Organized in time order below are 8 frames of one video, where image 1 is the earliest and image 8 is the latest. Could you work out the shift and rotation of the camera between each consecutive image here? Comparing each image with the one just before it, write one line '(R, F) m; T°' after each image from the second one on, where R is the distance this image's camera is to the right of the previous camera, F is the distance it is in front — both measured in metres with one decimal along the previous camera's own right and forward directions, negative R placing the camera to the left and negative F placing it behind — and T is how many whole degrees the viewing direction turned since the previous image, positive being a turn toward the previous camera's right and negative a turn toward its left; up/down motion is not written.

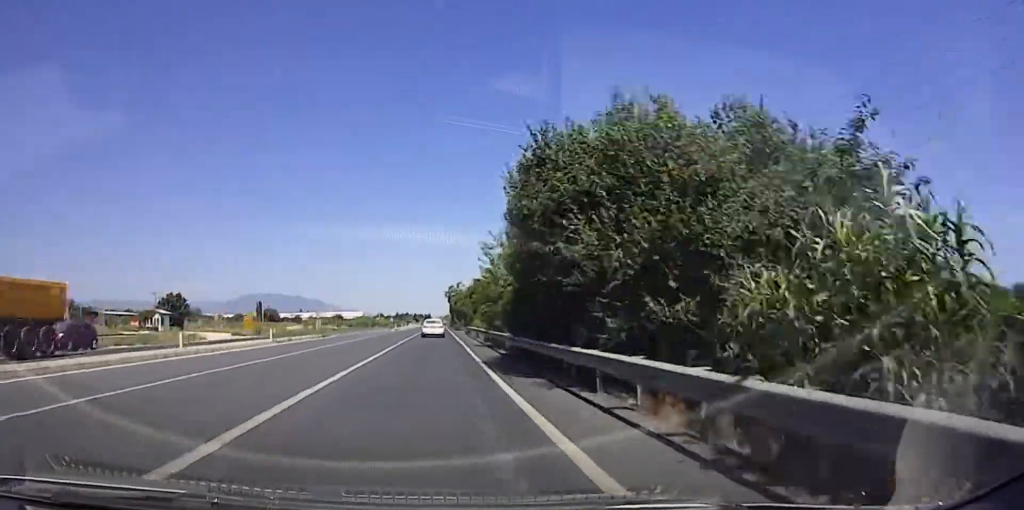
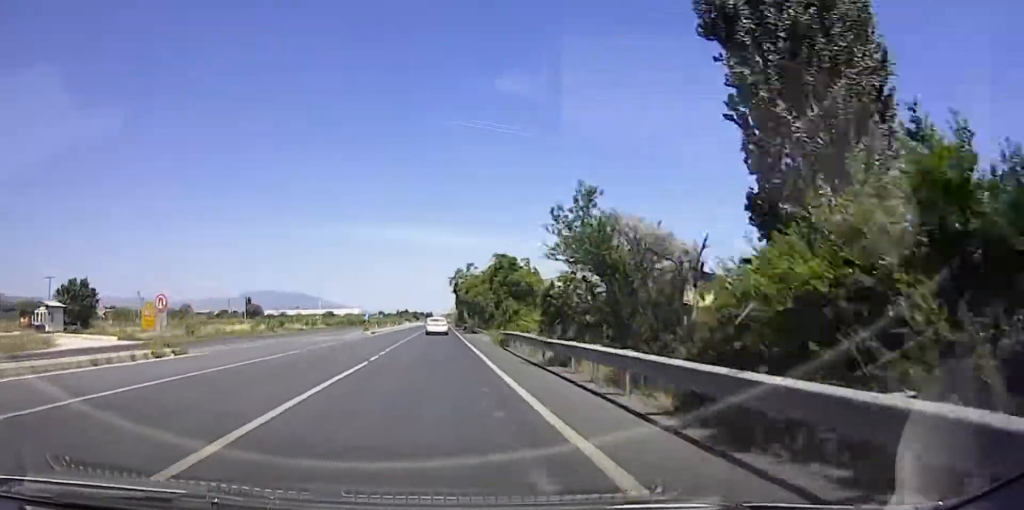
(-0.4, +27.6) m; 0°
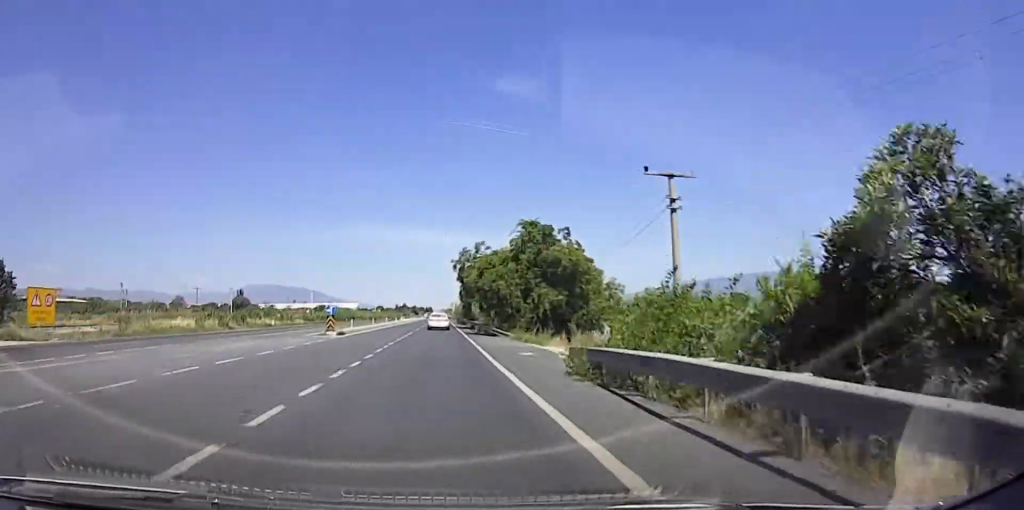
(-0.3, +15.9) m; +1°
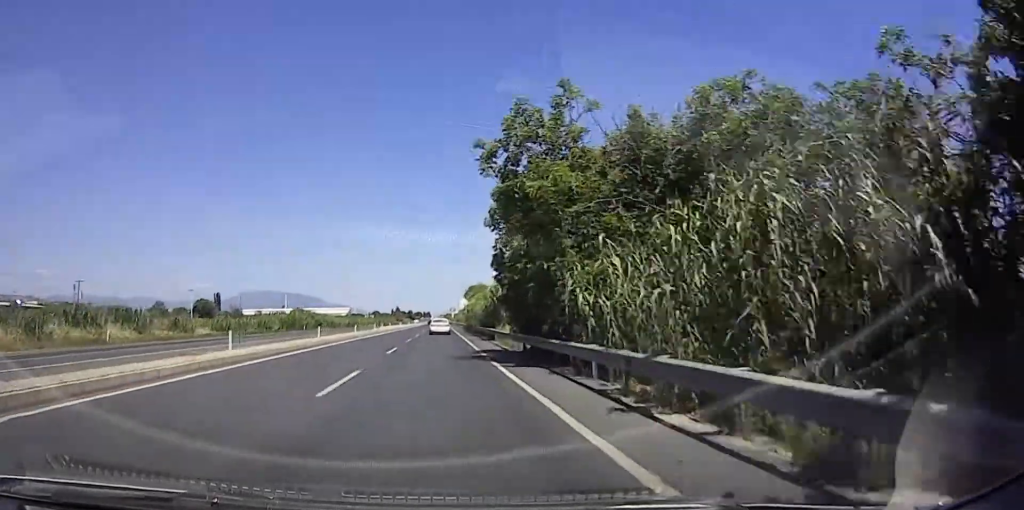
(+0.4, +36.1) m; -1°
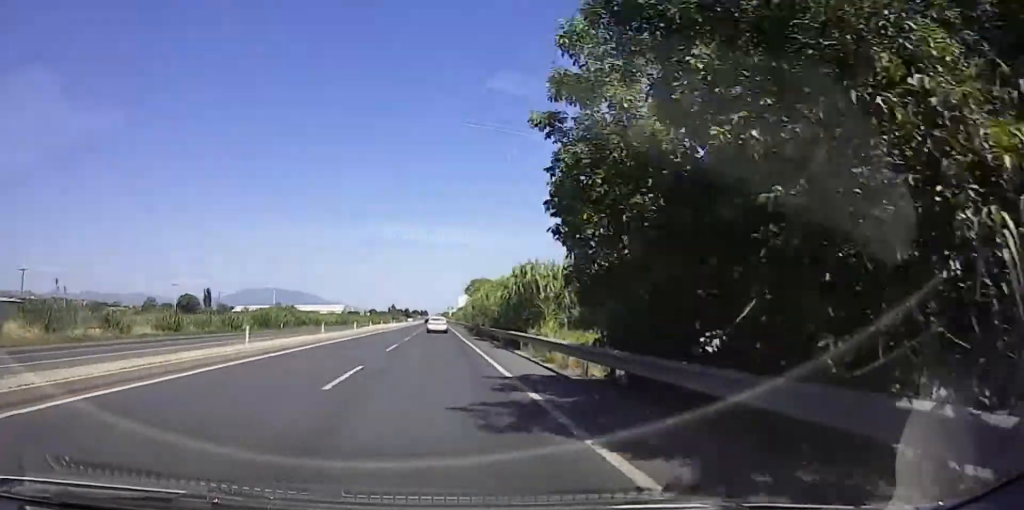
(-0.4, +10.9) m; -1°
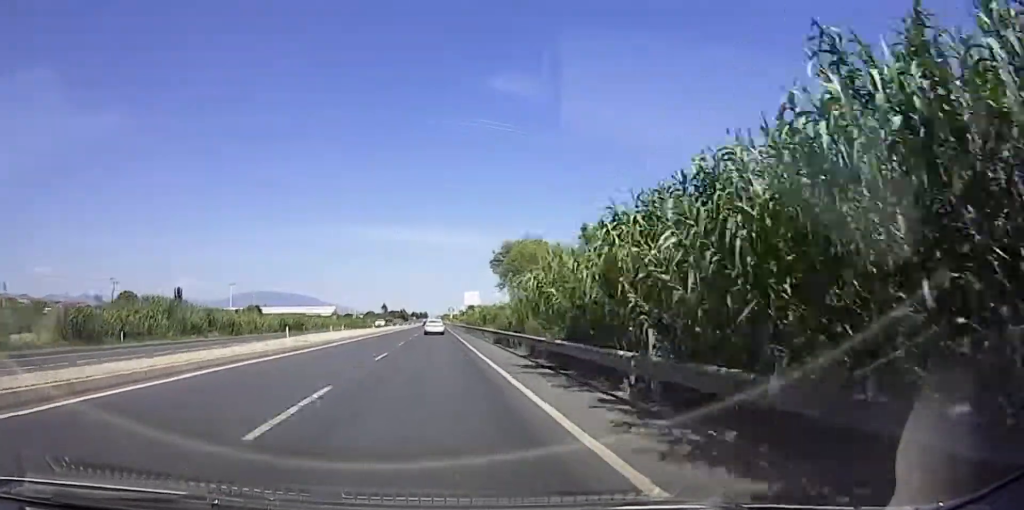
(+0.8, +38.7) m; +1°
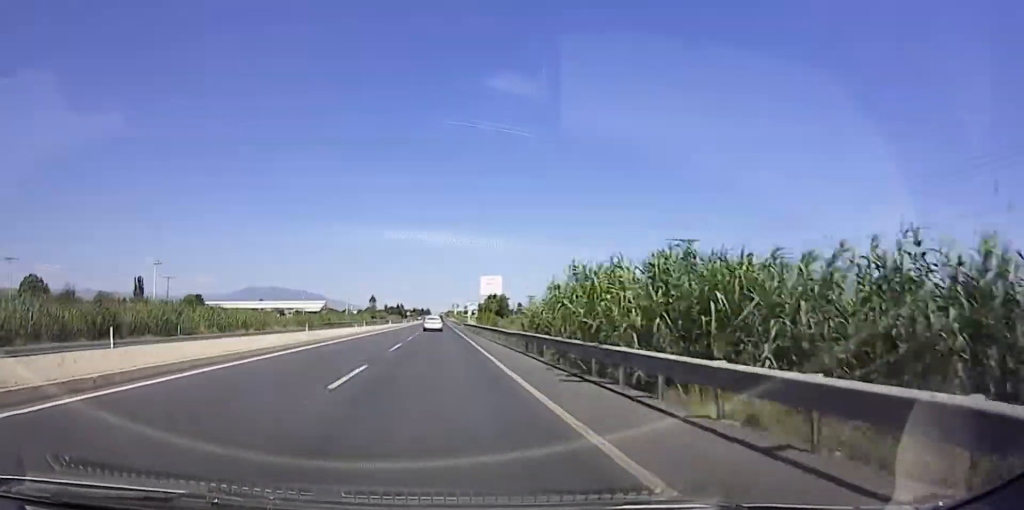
(-0.2, +42.3) m; -2°
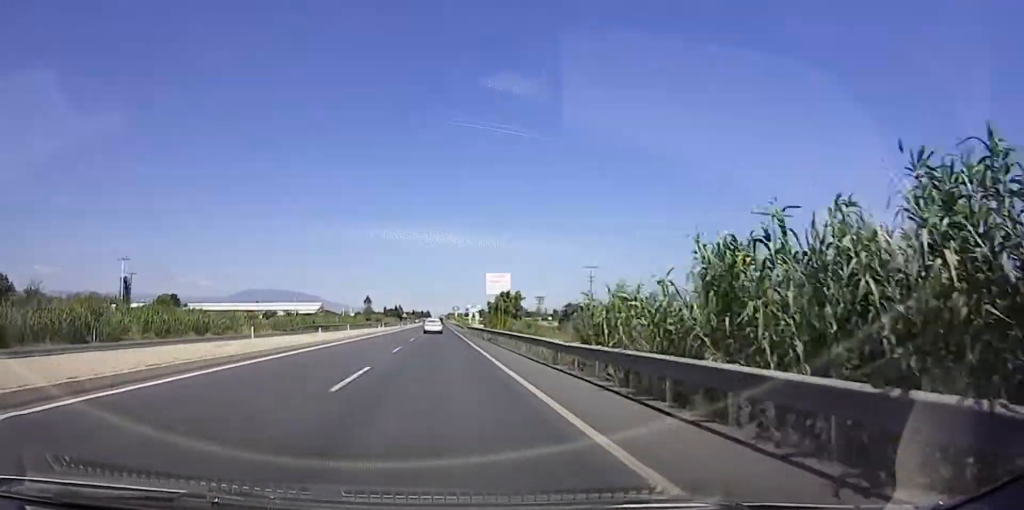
(-0.2, +11.9) m; -1°
